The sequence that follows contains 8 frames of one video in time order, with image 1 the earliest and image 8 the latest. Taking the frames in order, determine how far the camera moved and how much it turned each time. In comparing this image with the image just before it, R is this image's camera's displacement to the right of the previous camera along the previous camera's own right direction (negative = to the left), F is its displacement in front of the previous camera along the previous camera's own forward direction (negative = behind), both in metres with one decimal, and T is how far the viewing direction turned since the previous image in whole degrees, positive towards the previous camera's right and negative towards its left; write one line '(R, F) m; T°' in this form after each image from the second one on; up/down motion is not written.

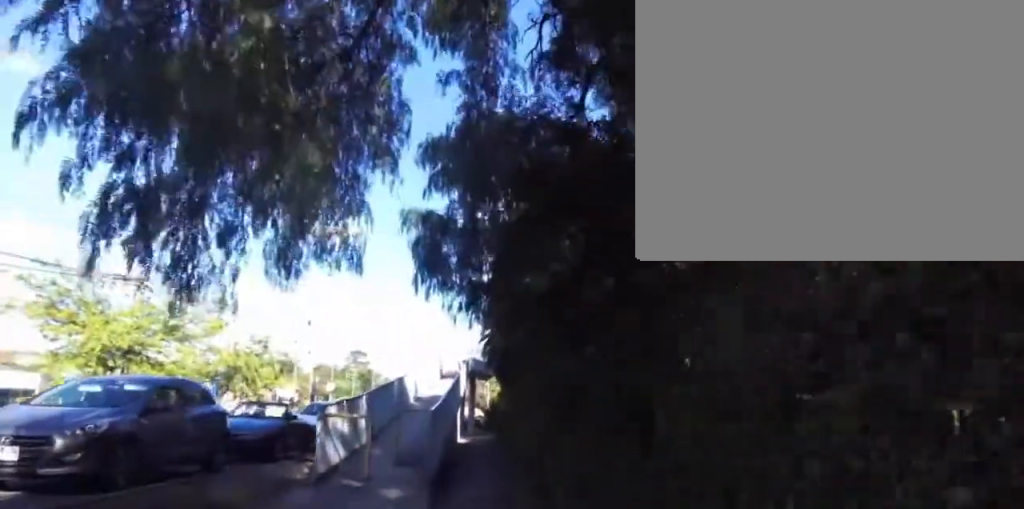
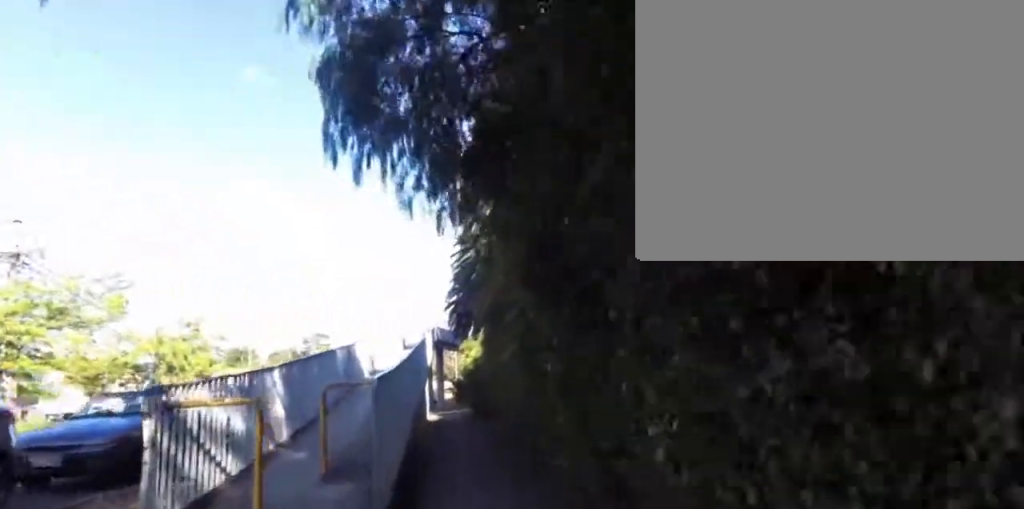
(+0.9, +4.7) m; +9°
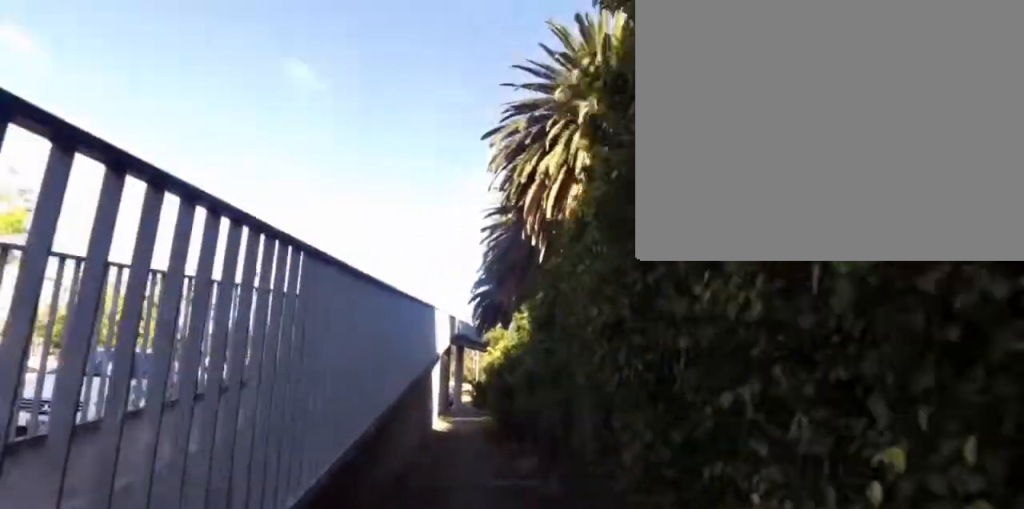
(-0.1, +6.3) m; +3°
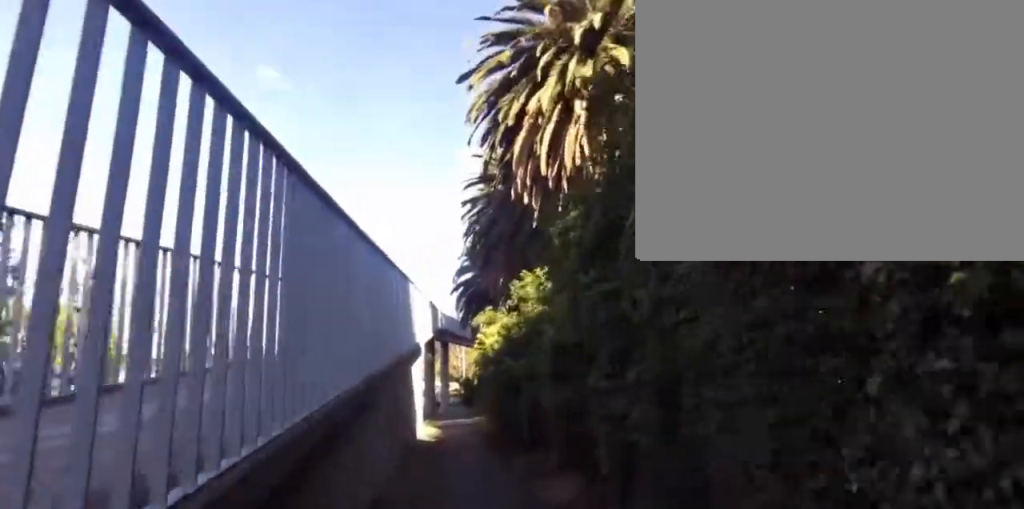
(+0.4, +2.8) m; -5°
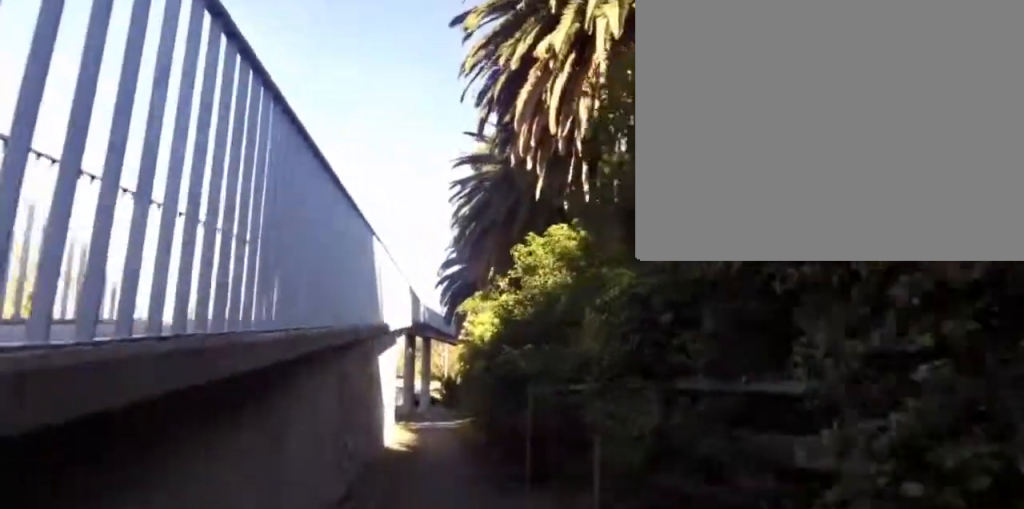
(0.0, +2.5) m; -6°
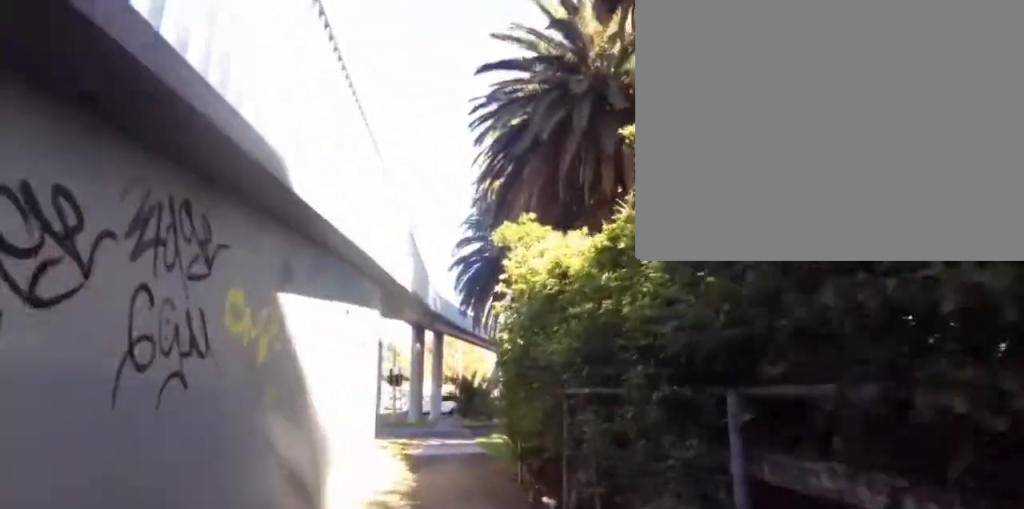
(-1.3, +6.0) m; -26°
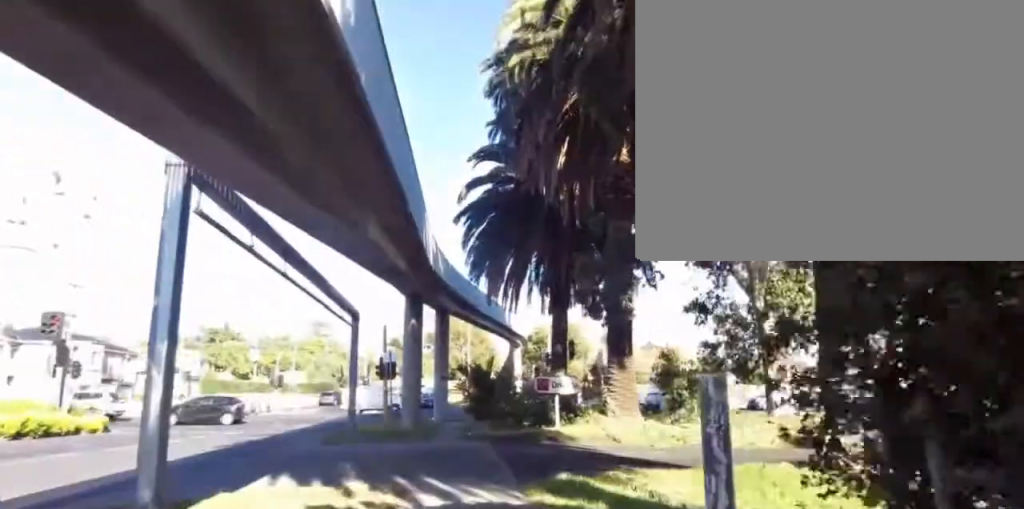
(-3.5, +6.7) m; -43°
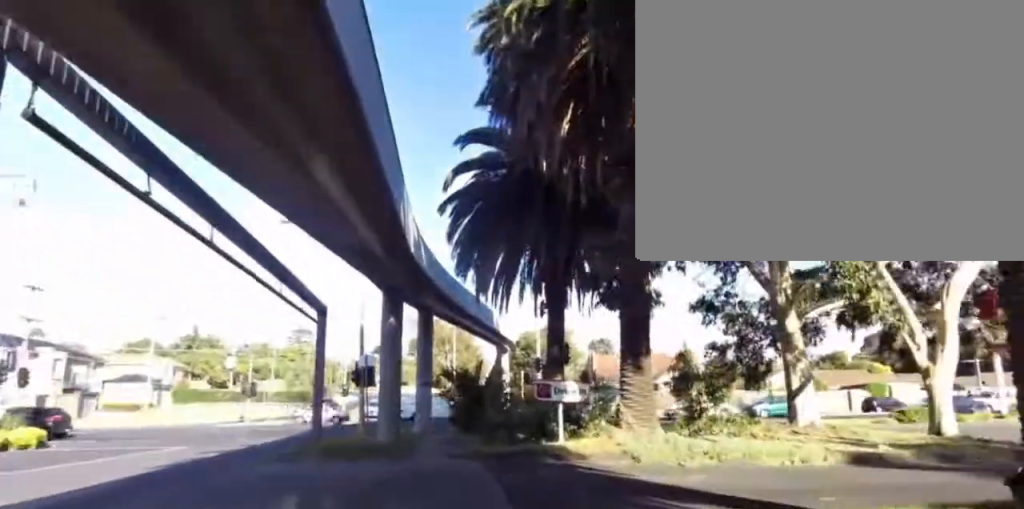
(-0.5, +2.4) m; +5°
